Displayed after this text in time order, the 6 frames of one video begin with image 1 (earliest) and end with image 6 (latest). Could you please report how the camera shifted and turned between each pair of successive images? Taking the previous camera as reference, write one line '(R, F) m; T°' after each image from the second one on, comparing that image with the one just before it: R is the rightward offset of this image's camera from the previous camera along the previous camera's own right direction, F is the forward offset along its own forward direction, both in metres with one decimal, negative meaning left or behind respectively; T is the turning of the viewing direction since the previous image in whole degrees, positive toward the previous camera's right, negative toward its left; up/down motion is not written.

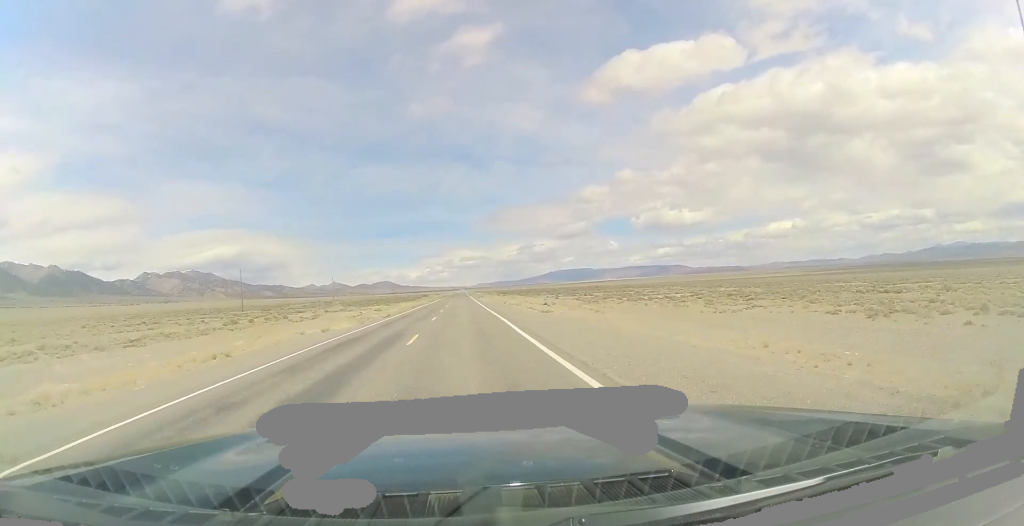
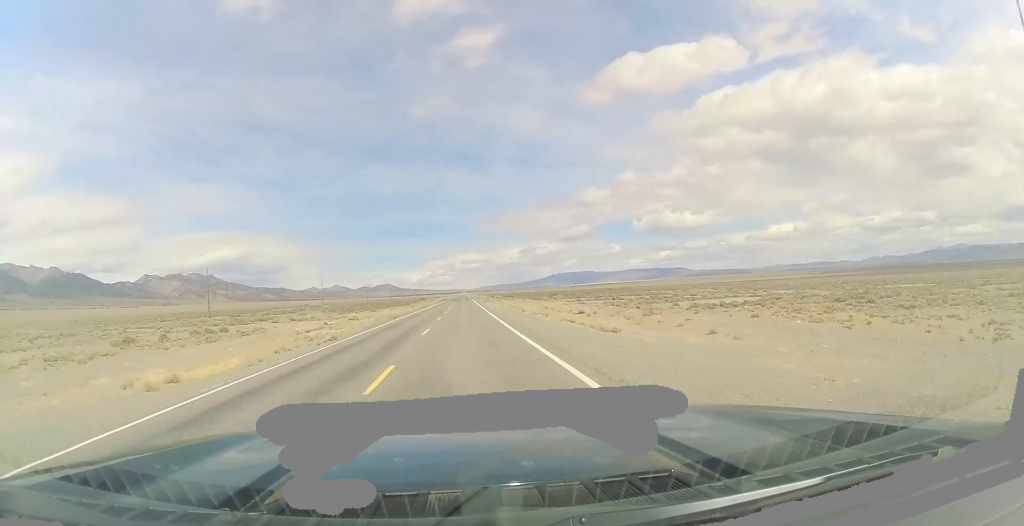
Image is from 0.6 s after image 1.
(+0.1, +21.4) m; 0°
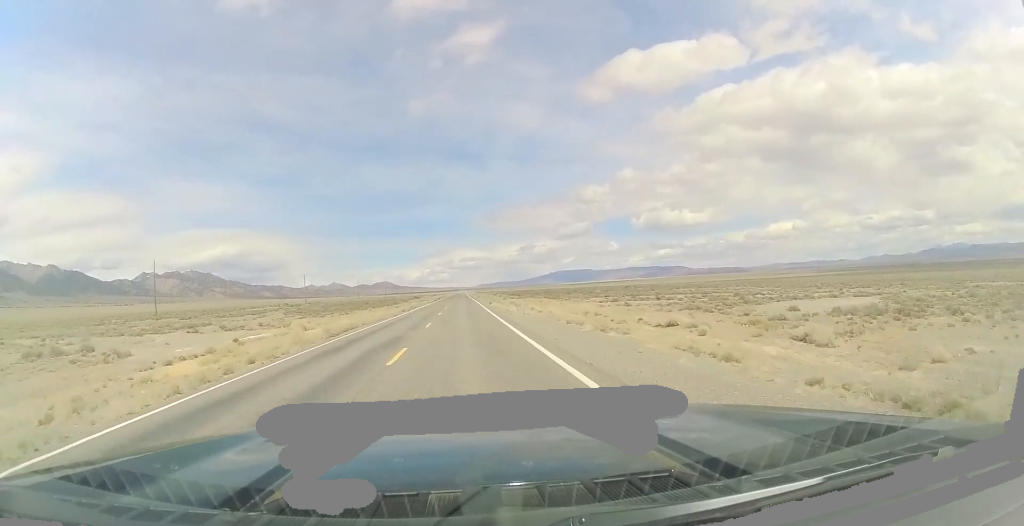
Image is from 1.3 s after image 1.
(+0.1, +23.7) m; 0°
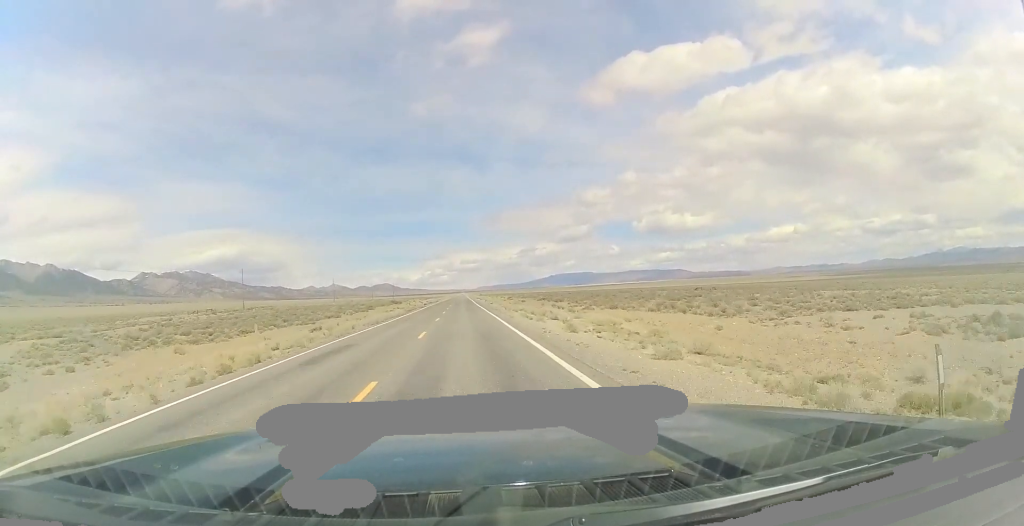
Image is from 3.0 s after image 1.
(0.0, +60.5) m; +2°
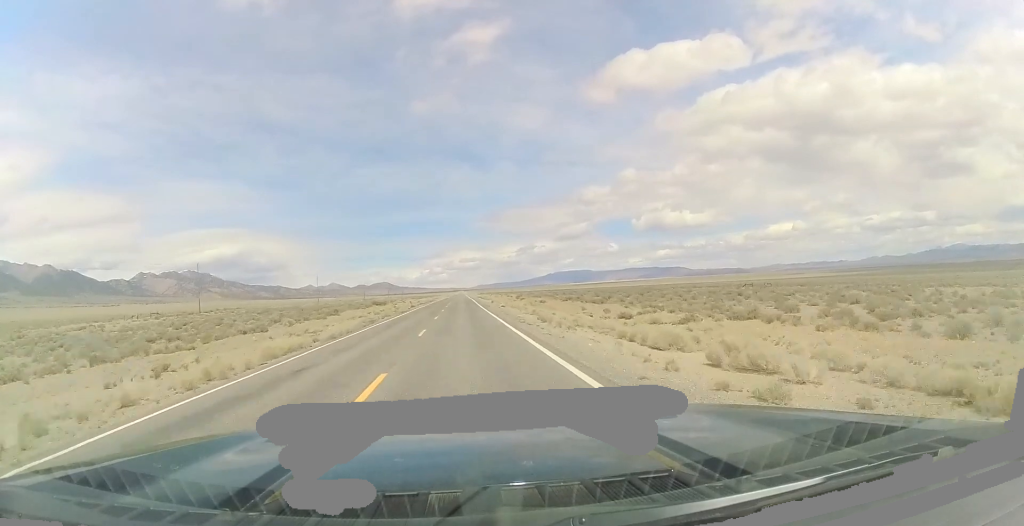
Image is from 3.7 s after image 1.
(+0.5, +26.1) m; +1°
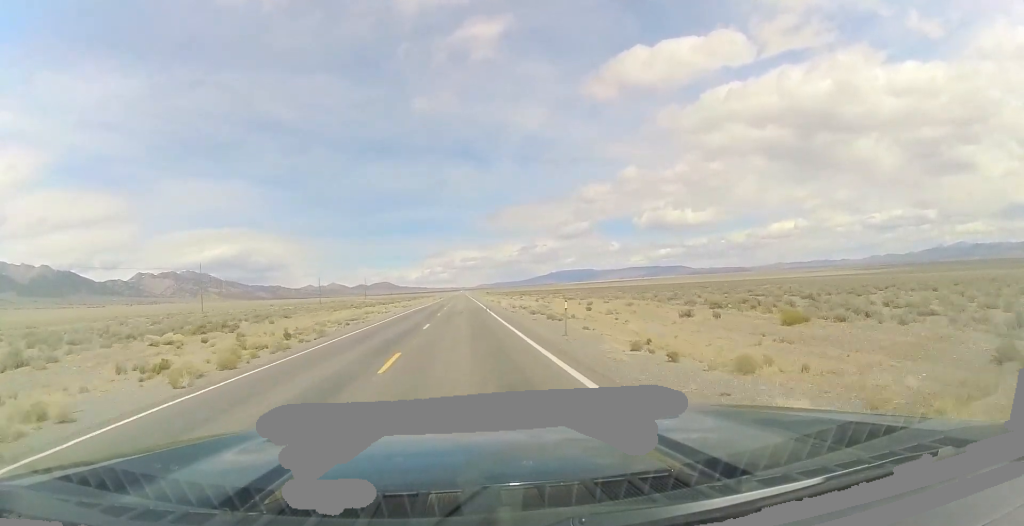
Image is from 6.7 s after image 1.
(-2.2, +105.3) m; -2°
